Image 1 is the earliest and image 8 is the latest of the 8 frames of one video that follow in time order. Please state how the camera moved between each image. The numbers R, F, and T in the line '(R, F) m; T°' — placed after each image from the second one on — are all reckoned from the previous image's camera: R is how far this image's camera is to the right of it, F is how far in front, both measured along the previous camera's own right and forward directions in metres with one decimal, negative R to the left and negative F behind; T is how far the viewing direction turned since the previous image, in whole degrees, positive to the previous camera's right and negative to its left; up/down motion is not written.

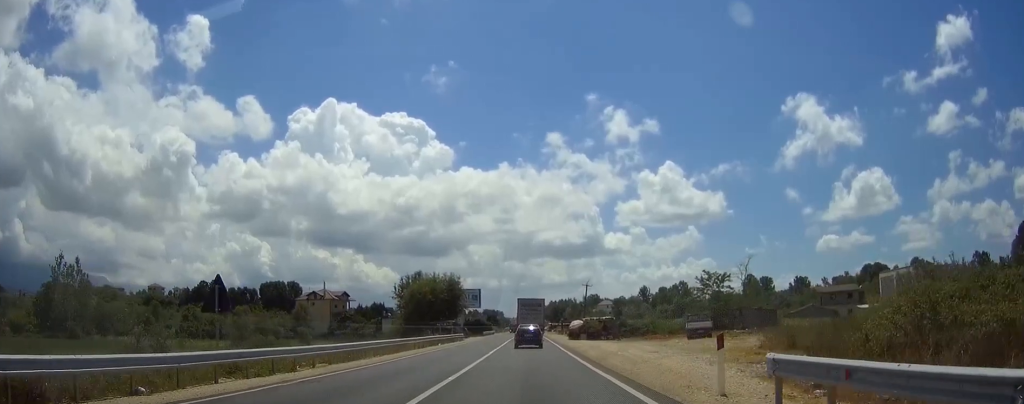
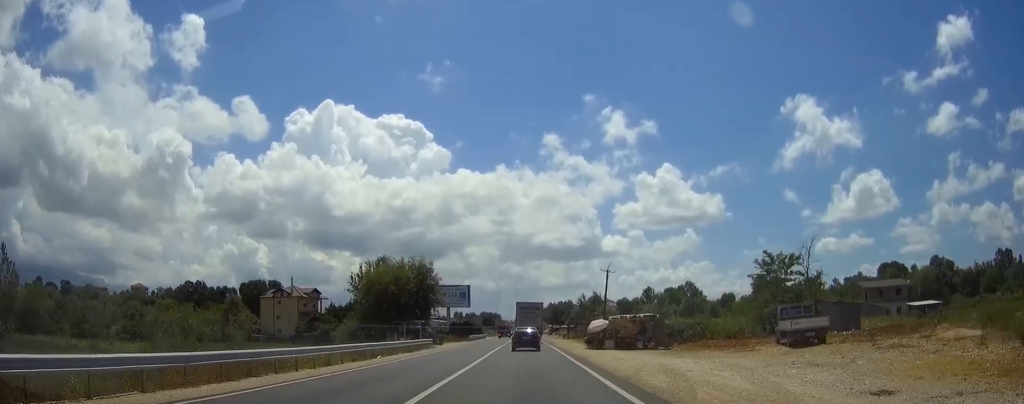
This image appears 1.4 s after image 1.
(-0.1, +22.7) m; 0°
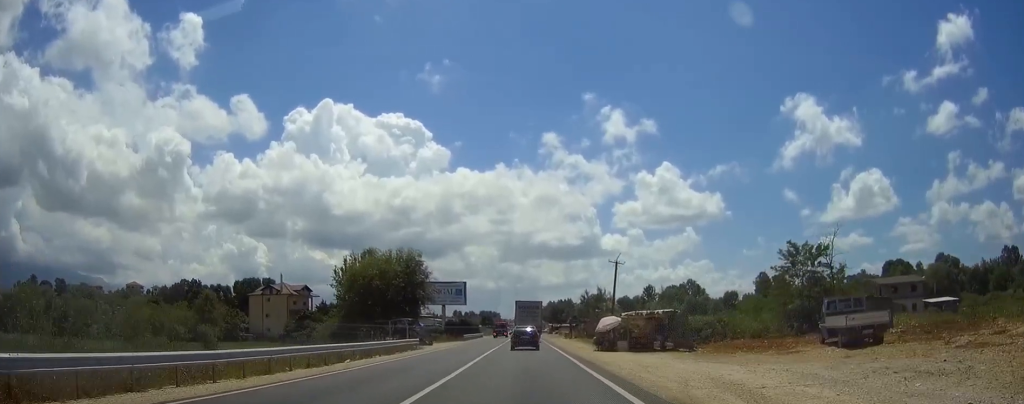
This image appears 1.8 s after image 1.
(0.0, +6.4) m; 0°
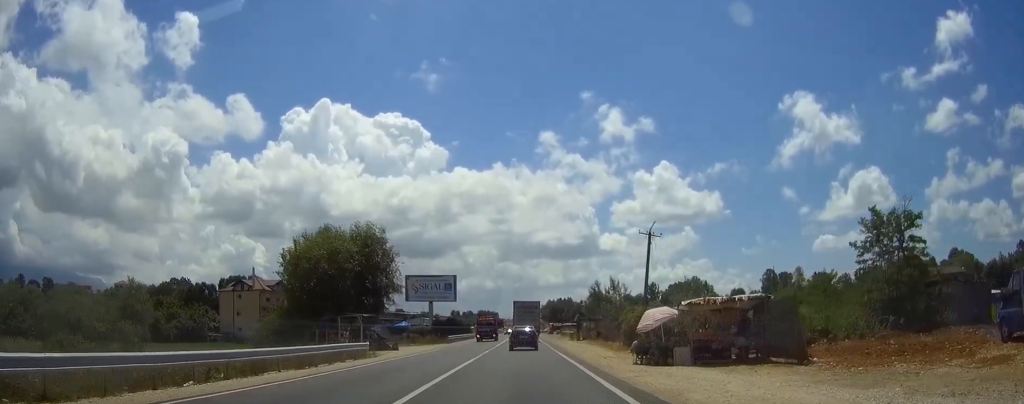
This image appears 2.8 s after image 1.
(+0.1, +14.8) m; 0°
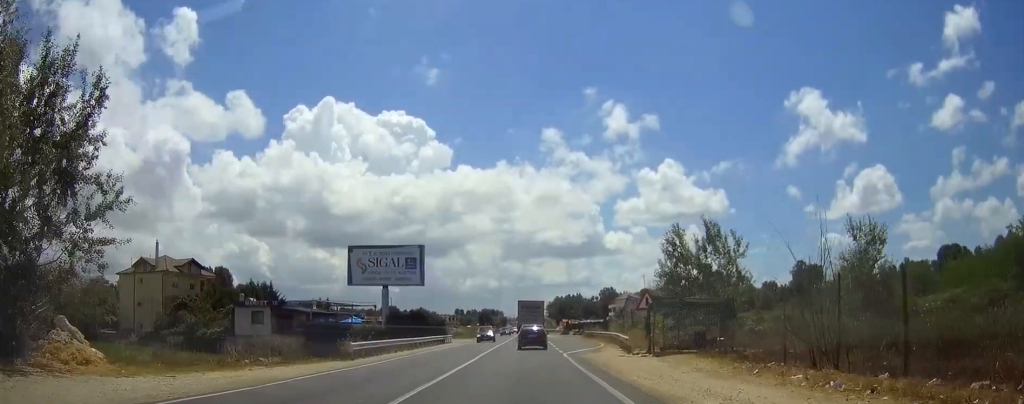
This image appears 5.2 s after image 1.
(-0.1, +39.1) m; -1°
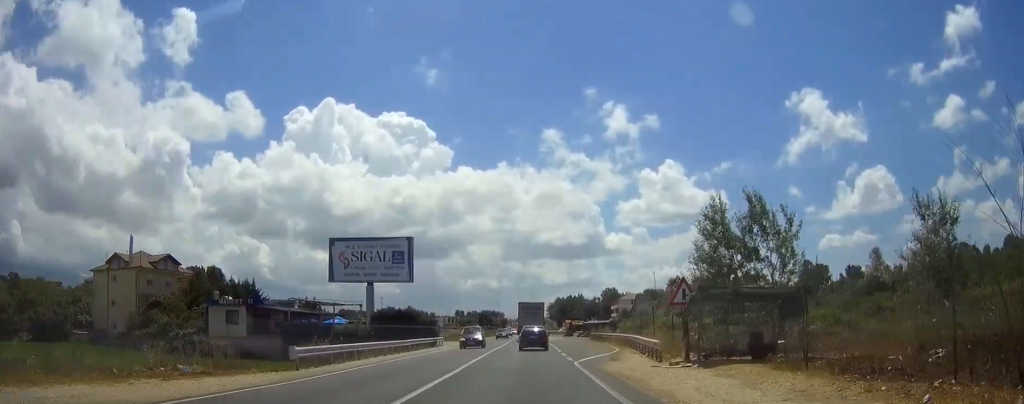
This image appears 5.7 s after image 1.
(0.0, +7.4) m; 0°
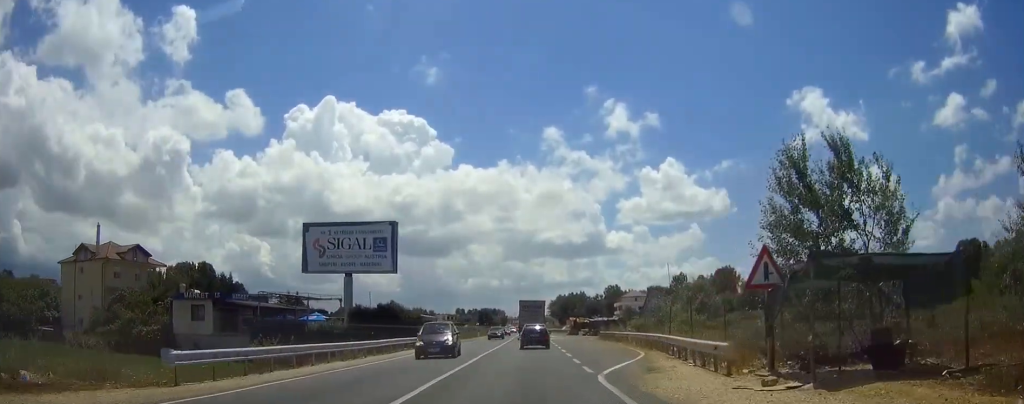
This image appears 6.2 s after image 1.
(0.0, +8.4) m; 0°
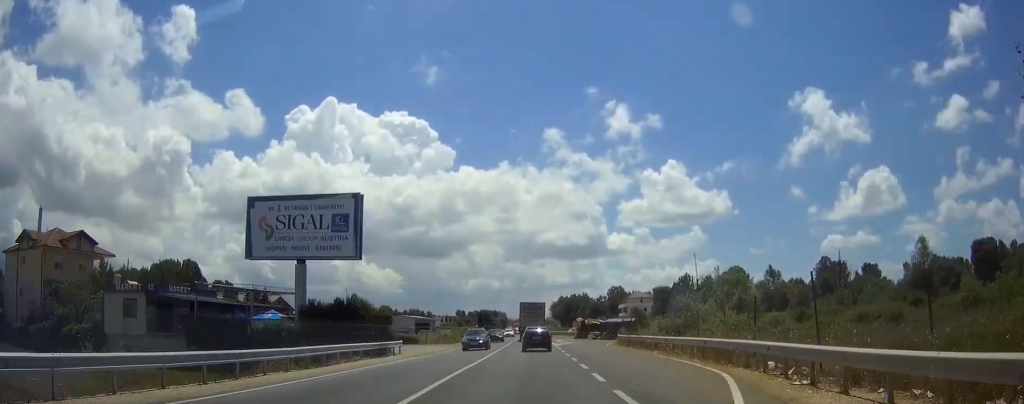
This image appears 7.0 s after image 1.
(0.0, +12.6) m; 0°
